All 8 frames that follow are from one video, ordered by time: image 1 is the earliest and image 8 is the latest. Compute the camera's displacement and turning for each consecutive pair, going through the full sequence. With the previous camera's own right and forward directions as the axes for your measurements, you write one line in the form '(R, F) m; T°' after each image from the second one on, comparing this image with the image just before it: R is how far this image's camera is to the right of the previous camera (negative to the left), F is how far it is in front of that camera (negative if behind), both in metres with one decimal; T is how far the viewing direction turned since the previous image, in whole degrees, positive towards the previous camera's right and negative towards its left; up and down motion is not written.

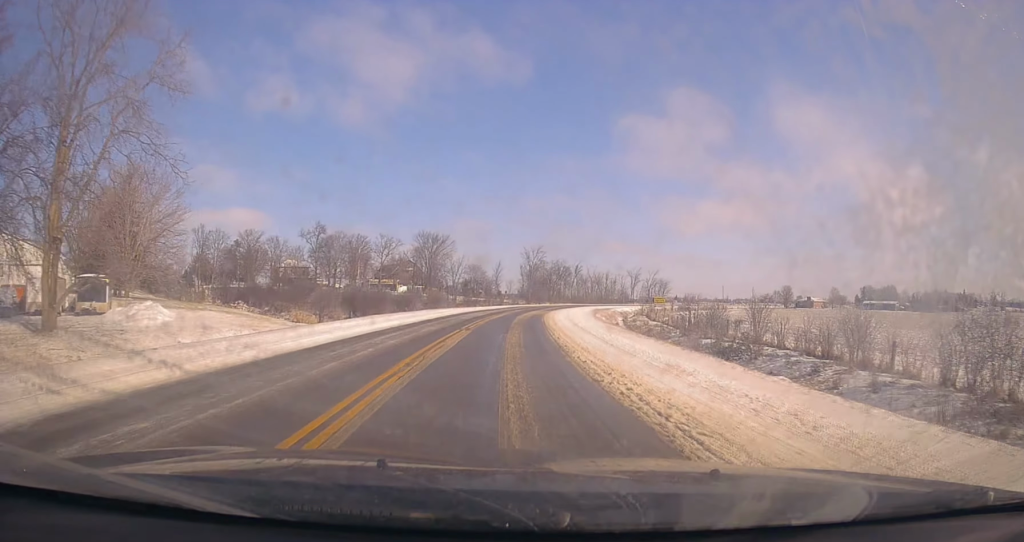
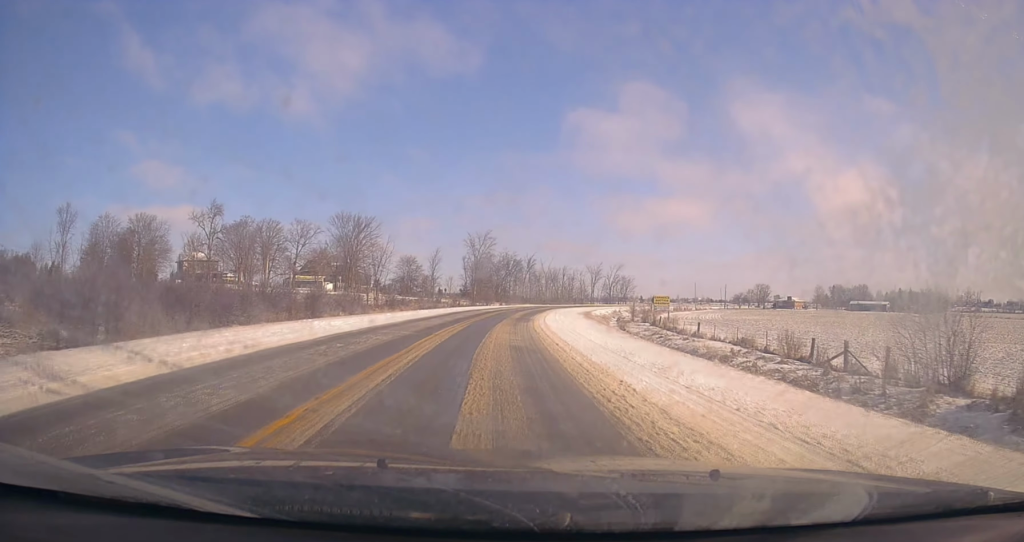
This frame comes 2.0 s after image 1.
(+2.3, +34.2) m; +6°
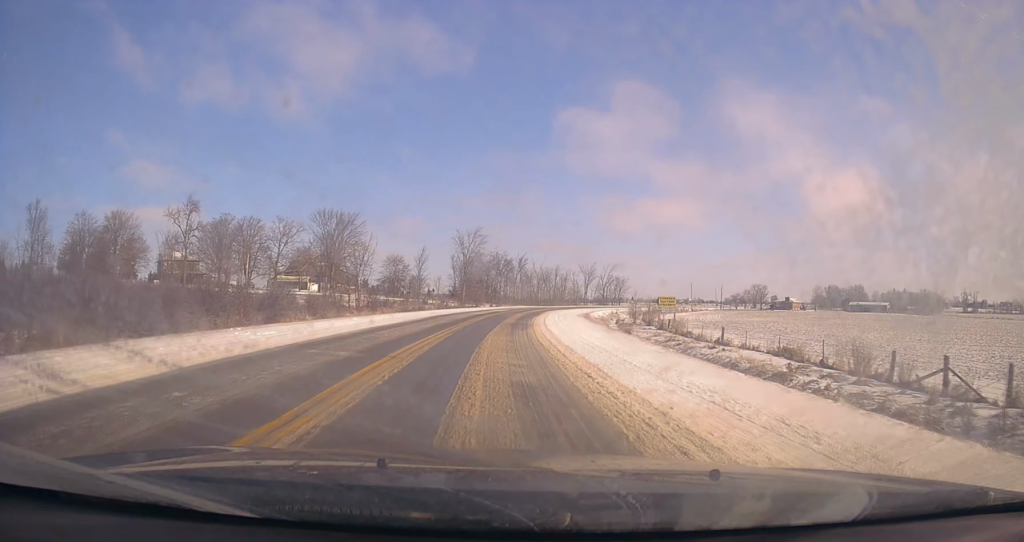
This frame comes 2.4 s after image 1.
(0.0, +7.0) m; +1°
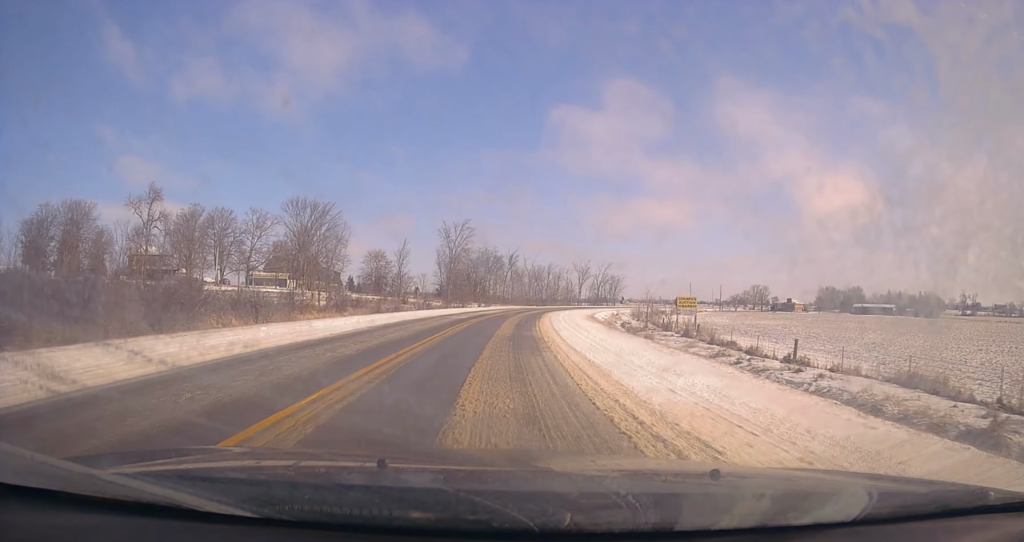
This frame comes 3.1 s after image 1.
(0.0, +11.7) m; +1°
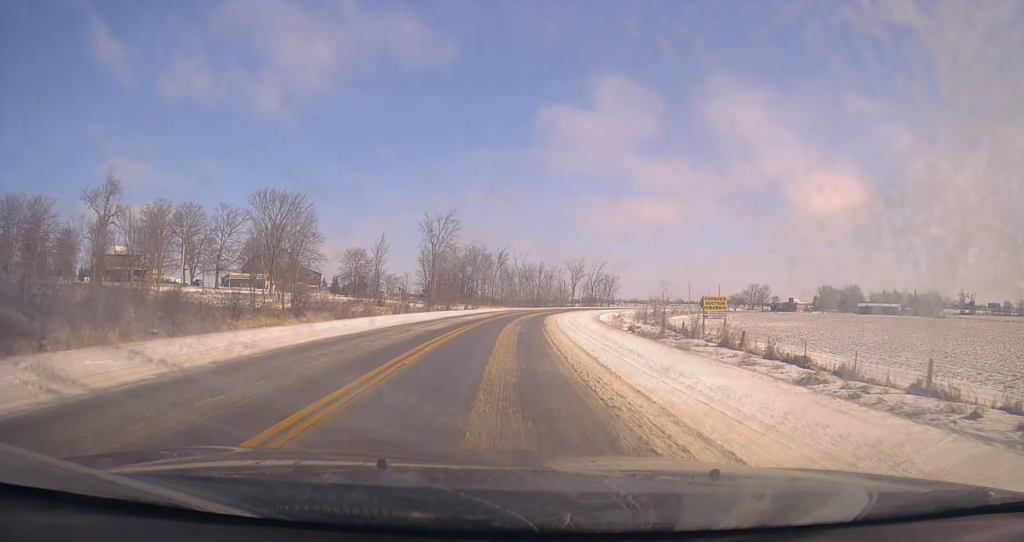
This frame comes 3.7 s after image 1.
(+0.2, +10.7) m; +2°
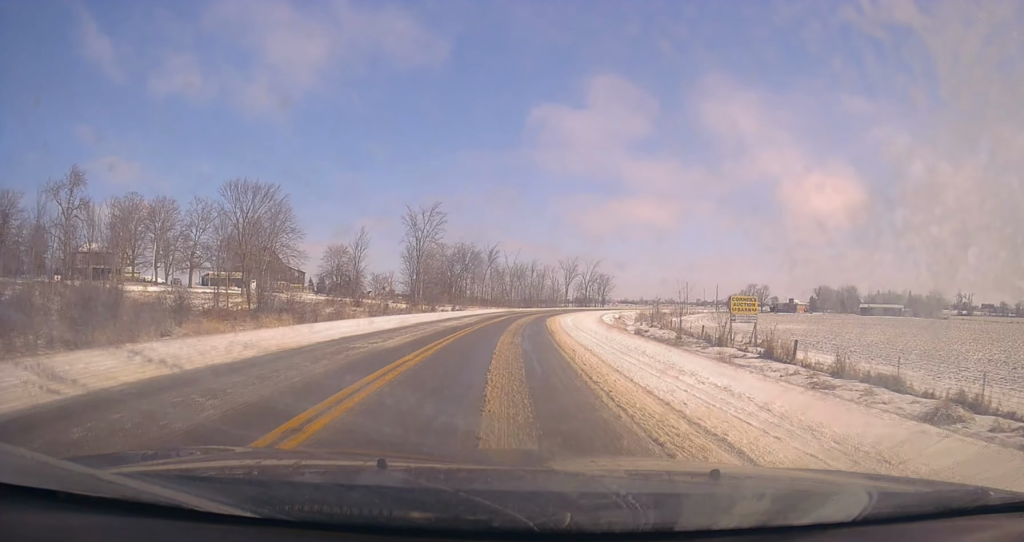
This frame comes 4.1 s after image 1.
(-0.1, +8.0) m; +1°
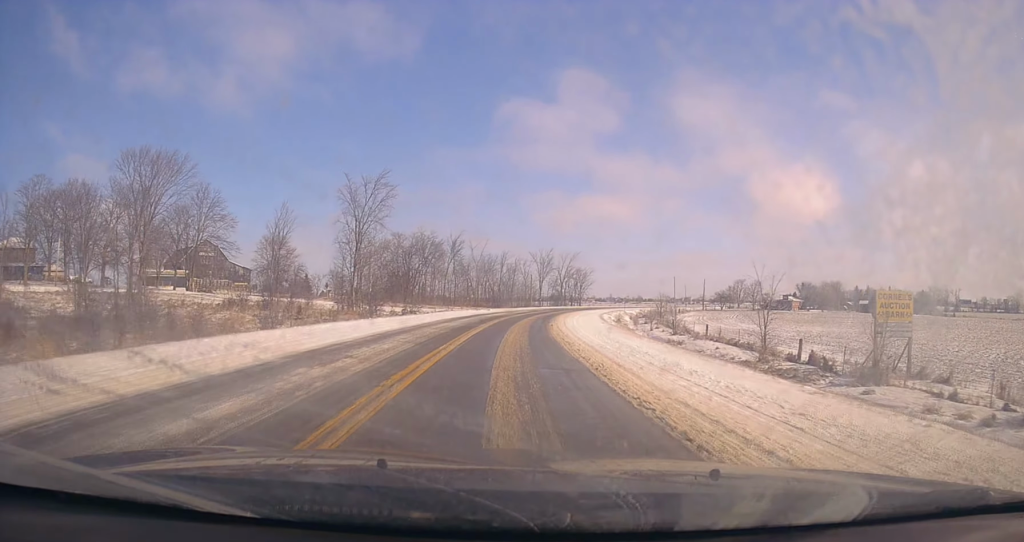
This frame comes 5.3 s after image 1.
(+0.8, +20.9) m; +3°
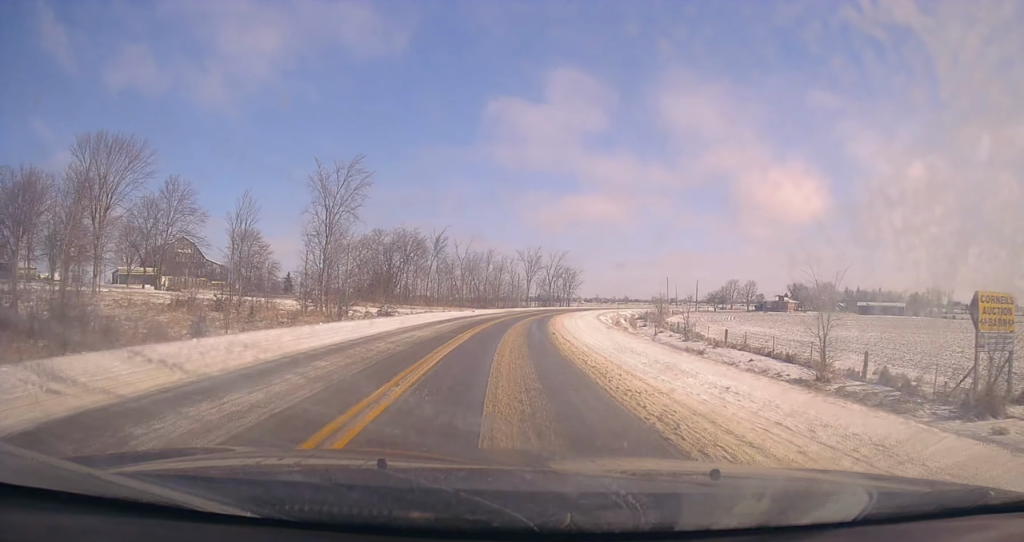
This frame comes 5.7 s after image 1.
(0.0, +7.1) m; +1°
